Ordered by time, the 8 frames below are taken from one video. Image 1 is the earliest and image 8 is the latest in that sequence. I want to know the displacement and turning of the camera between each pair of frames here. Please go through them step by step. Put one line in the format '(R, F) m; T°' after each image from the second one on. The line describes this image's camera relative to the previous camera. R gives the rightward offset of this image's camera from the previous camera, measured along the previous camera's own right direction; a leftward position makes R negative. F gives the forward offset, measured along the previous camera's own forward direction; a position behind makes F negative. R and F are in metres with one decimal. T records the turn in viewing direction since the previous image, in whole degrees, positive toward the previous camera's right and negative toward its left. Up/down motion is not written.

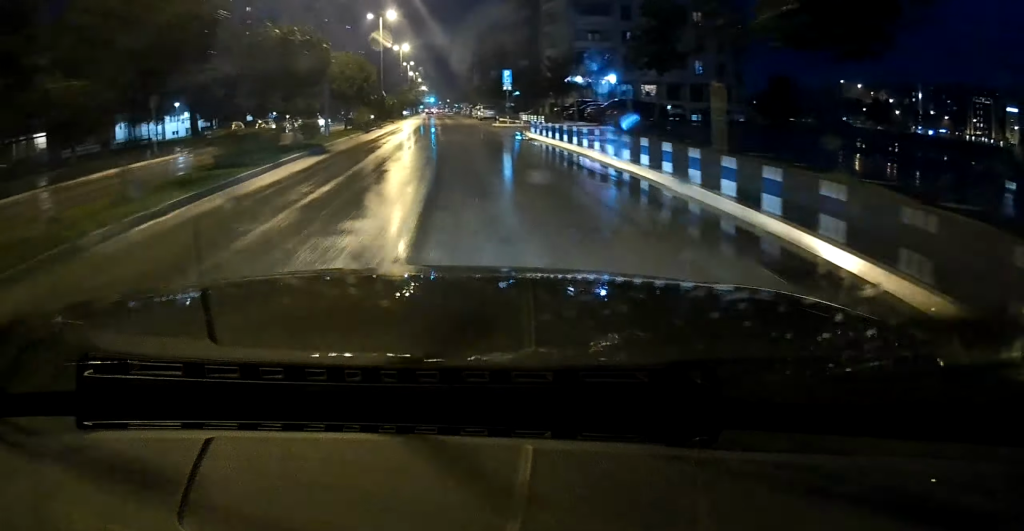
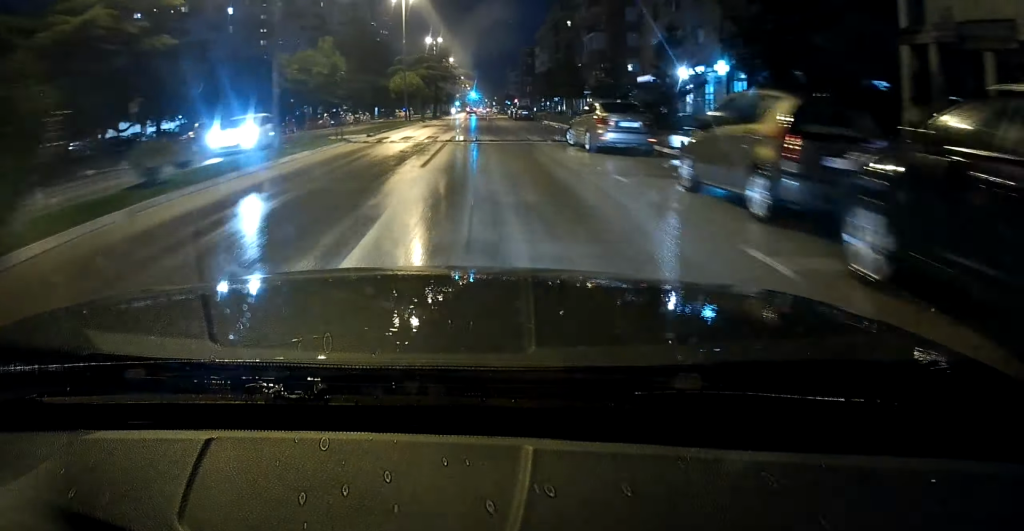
(-3.5, +71.9) m; -3°
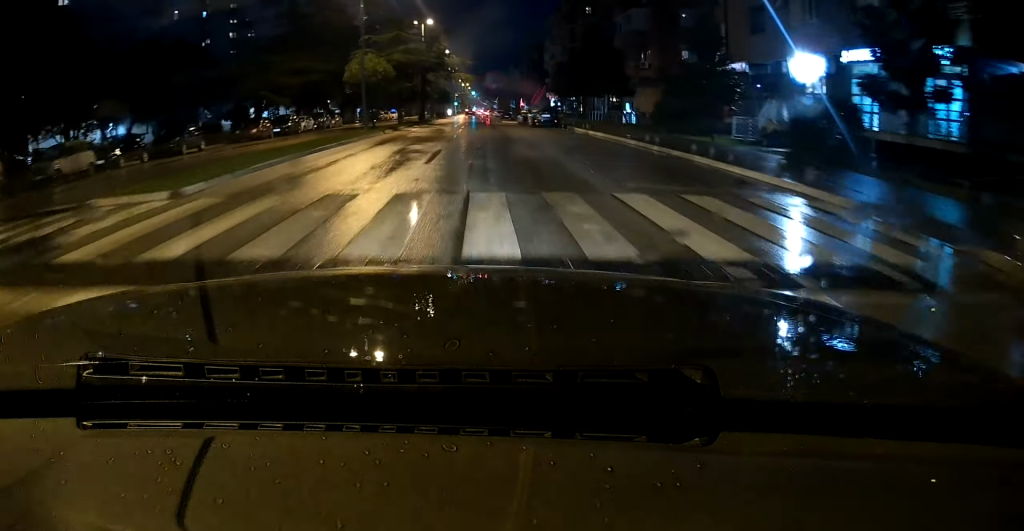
(+0.2, +20.5) m; 0°
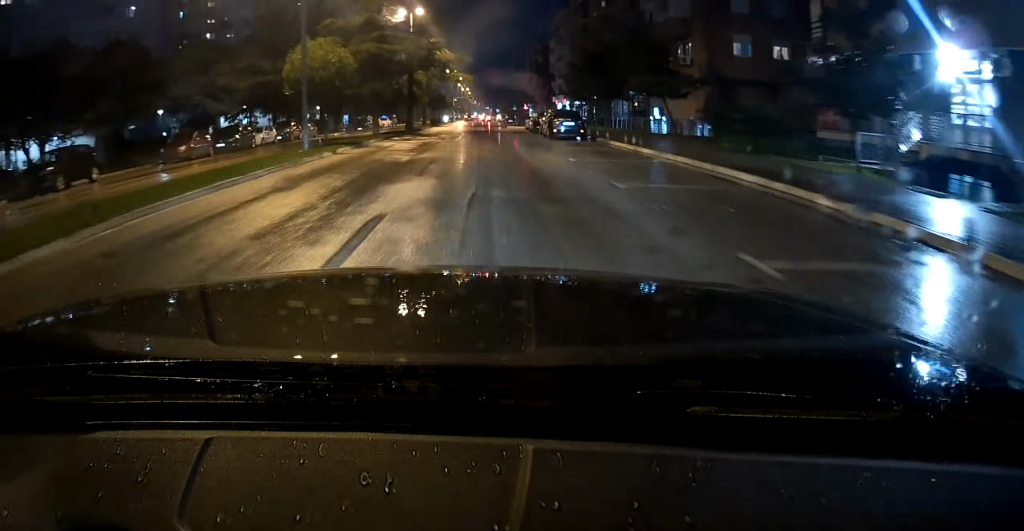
(0.0, +13.9) m; 0°
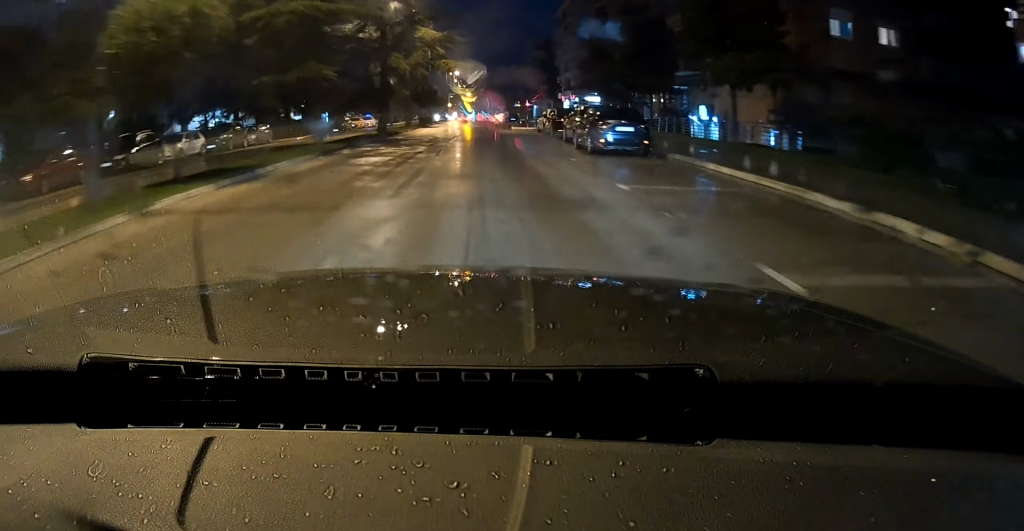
(+0.1, +13.9) m; -1°
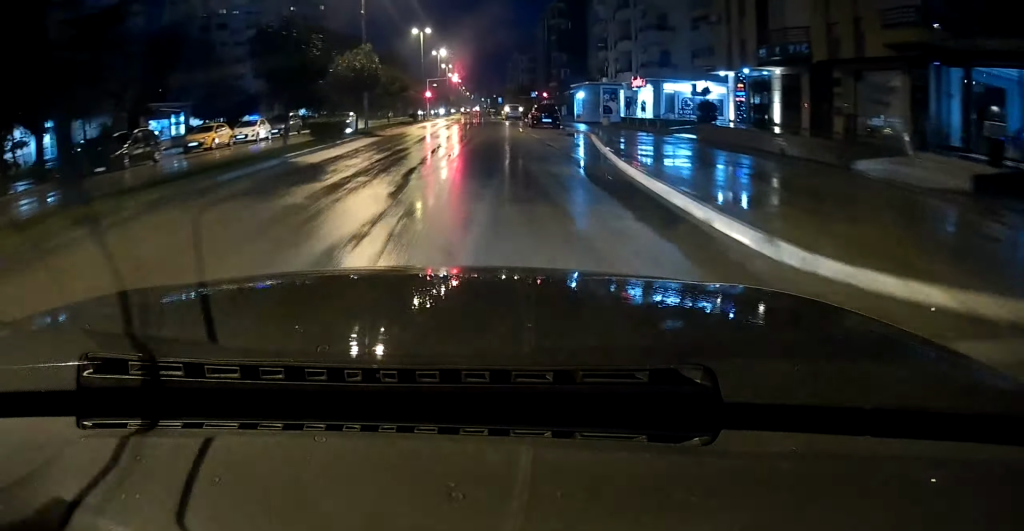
(+0.3, +42.3) m; +1°
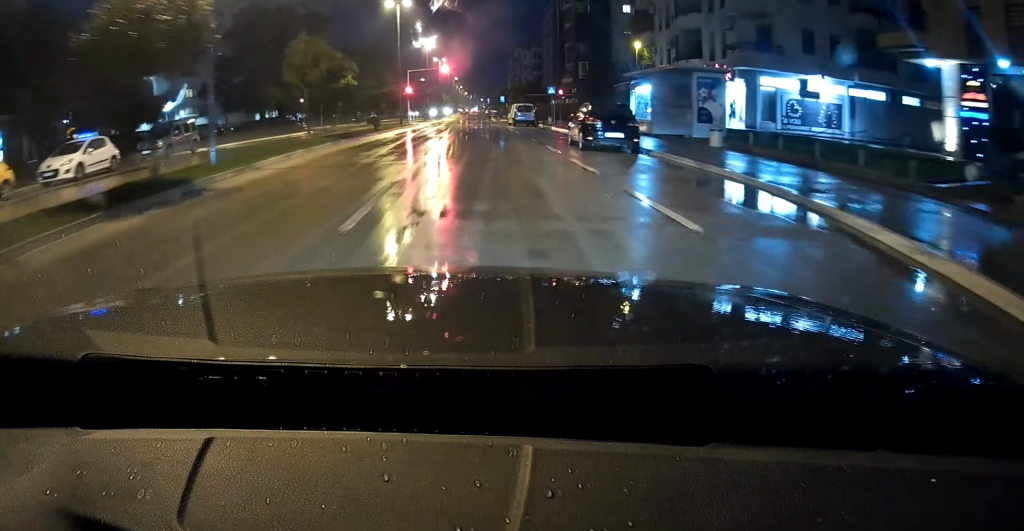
(-0.2, +20.5) m; -1°
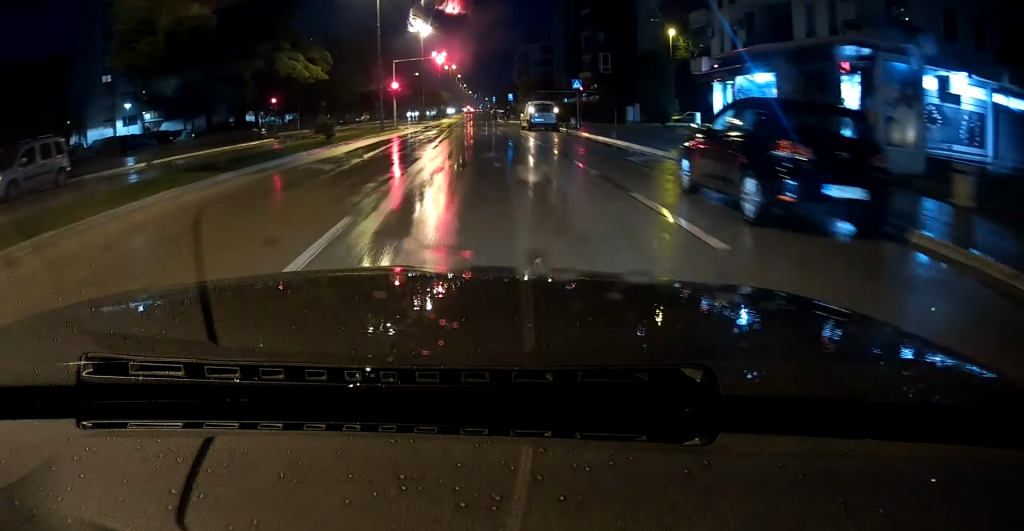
(-0.1, +13.9) m; 0°
